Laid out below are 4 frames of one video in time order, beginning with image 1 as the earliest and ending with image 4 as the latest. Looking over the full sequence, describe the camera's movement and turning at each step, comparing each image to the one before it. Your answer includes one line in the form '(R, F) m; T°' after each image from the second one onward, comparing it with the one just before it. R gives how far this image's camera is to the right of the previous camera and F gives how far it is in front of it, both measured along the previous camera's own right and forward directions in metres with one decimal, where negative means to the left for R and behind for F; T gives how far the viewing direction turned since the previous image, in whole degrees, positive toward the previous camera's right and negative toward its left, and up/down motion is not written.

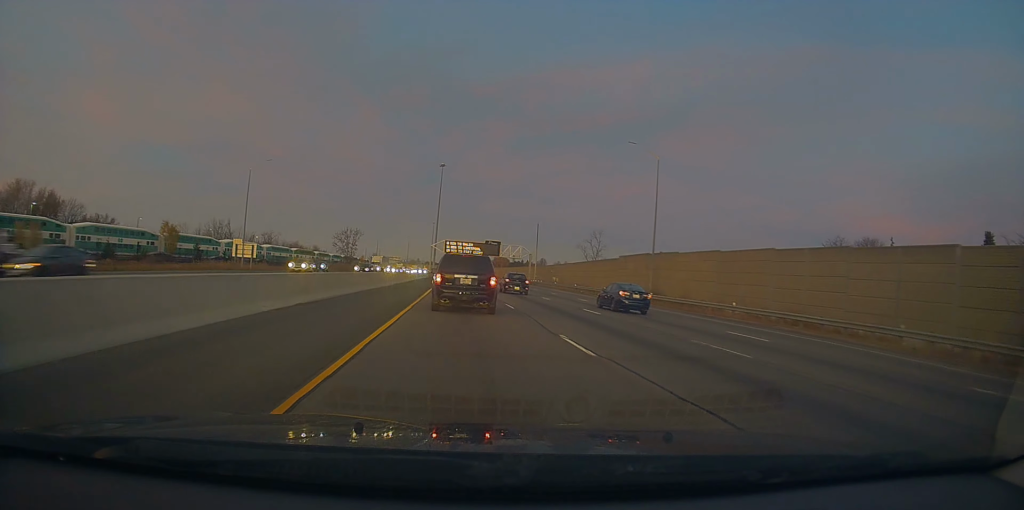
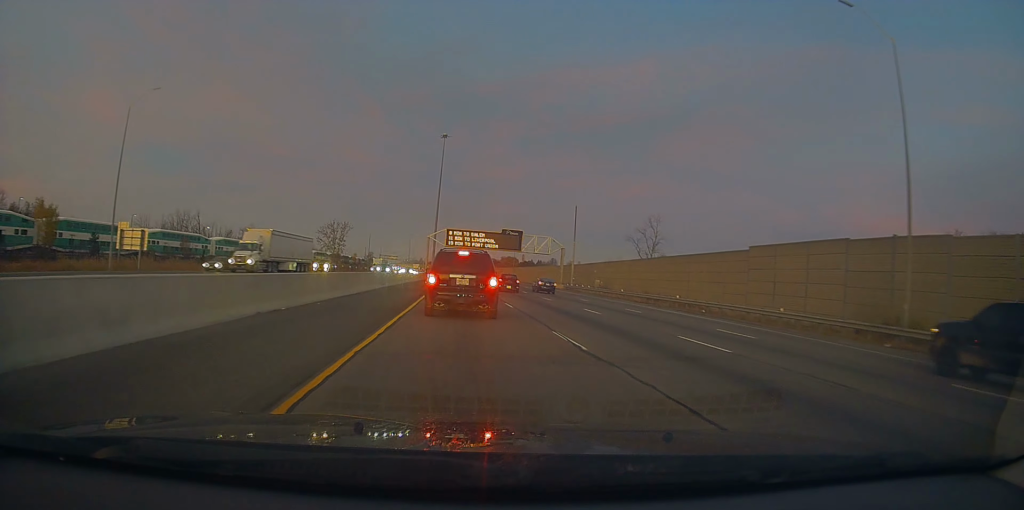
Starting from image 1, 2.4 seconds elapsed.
(+0.5, +35.3) m; +4°
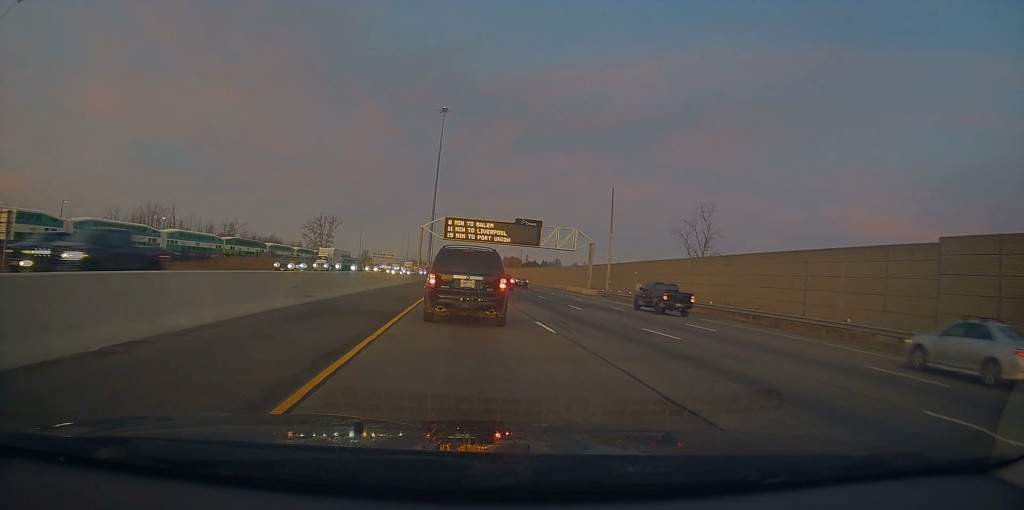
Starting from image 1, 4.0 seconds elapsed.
(-0.4, +18.6) m; -1°
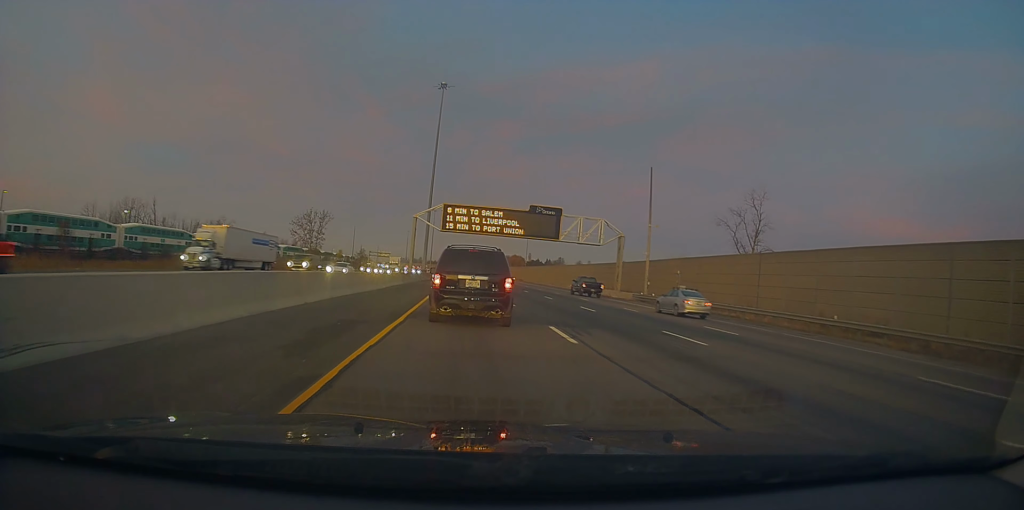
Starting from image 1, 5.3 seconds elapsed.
(0.0, +11.5) m; -1°
